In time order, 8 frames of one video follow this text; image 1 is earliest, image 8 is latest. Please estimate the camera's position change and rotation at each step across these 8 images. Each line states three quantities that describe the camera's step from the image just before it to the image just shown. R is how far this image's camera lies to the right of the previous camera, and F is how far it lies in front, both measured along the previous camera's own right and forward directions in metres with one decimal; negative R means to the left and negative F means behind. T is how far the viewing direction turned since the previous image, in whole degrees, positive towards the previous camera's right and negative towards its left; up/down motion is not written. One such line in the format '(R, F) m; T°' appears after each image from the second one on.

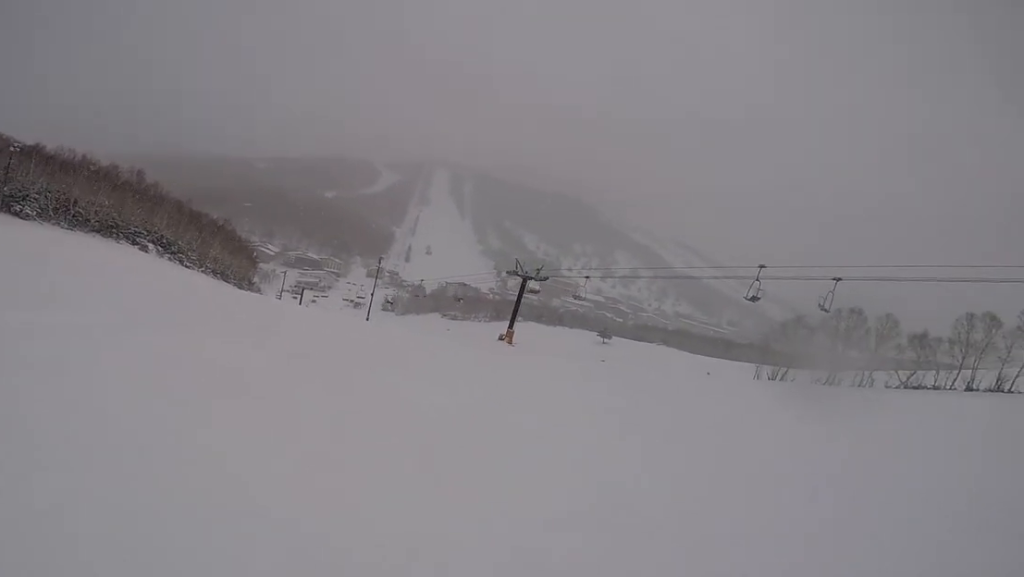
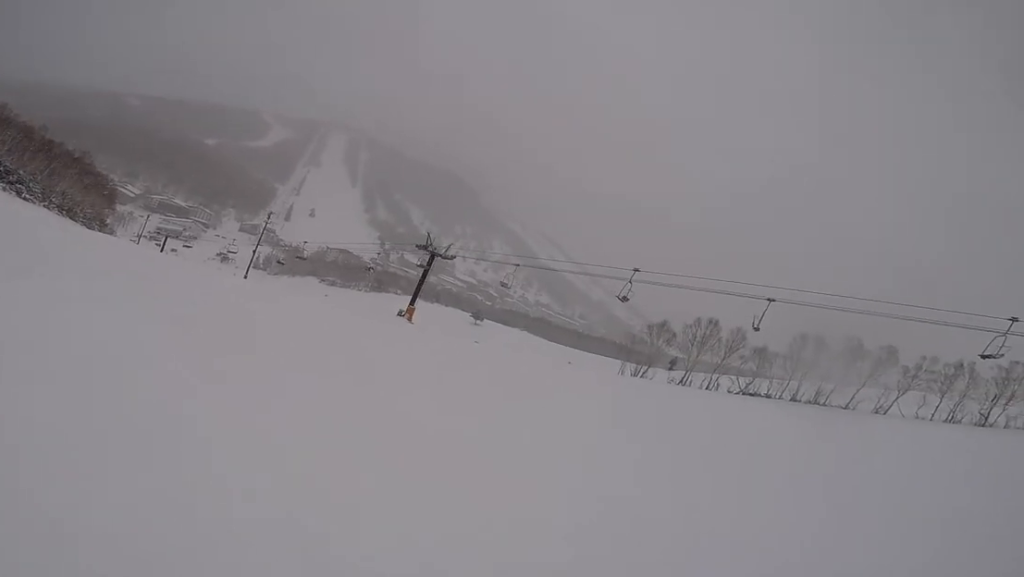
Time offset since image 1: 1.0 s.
(+1.7, +4.4) m; +22°
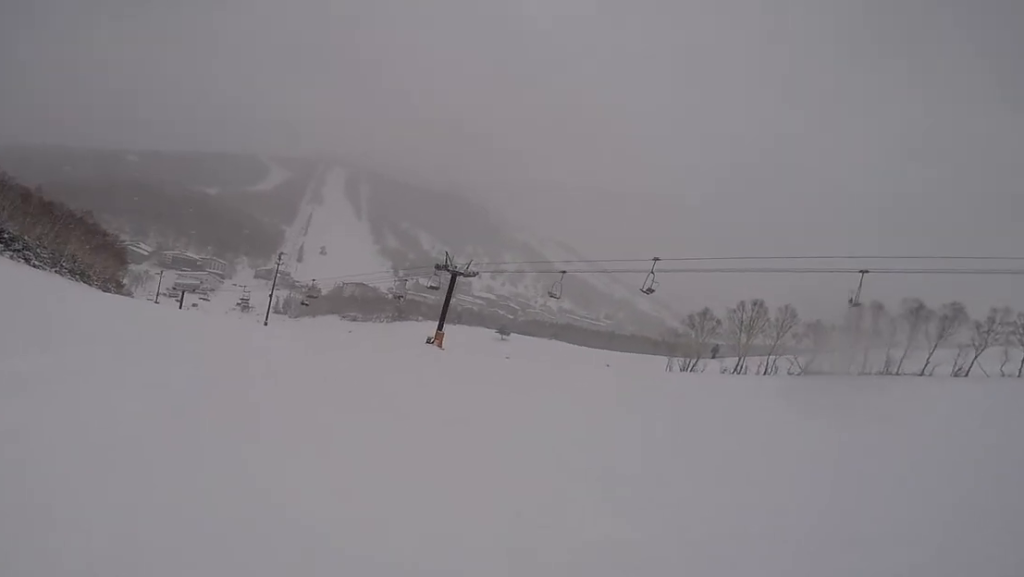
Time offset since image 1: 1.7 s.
(-0.2, +3.3) m; +2°
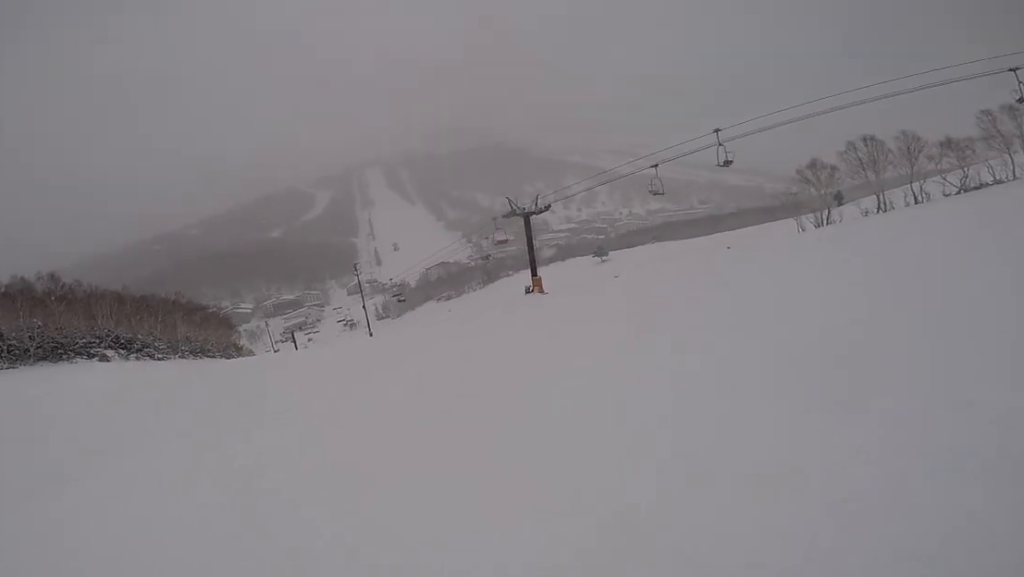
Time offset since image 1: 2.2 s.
(+0.3, +2.6) m; -1°
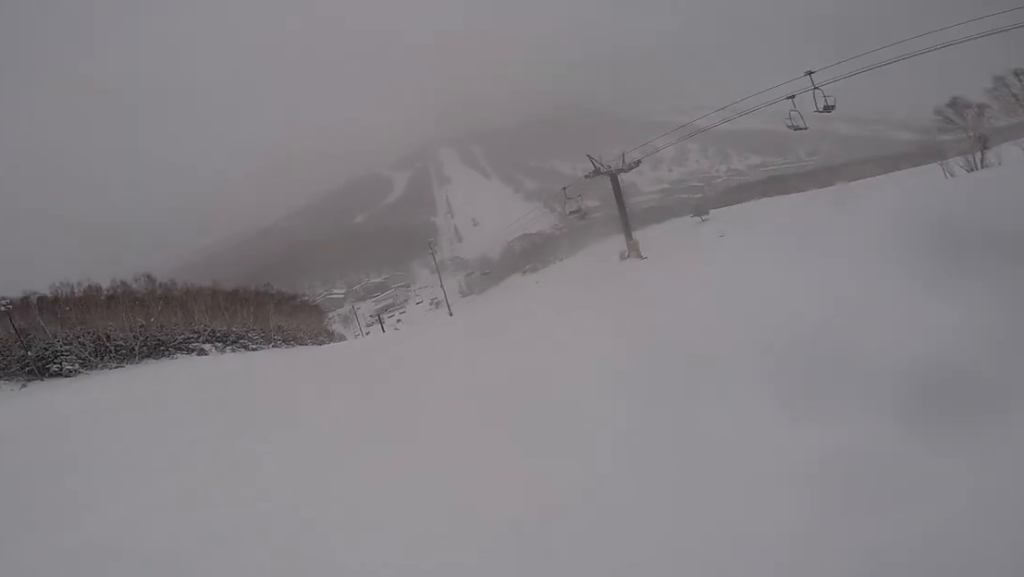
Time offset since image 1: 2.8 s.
(+0.1, +3.6) m; -7°
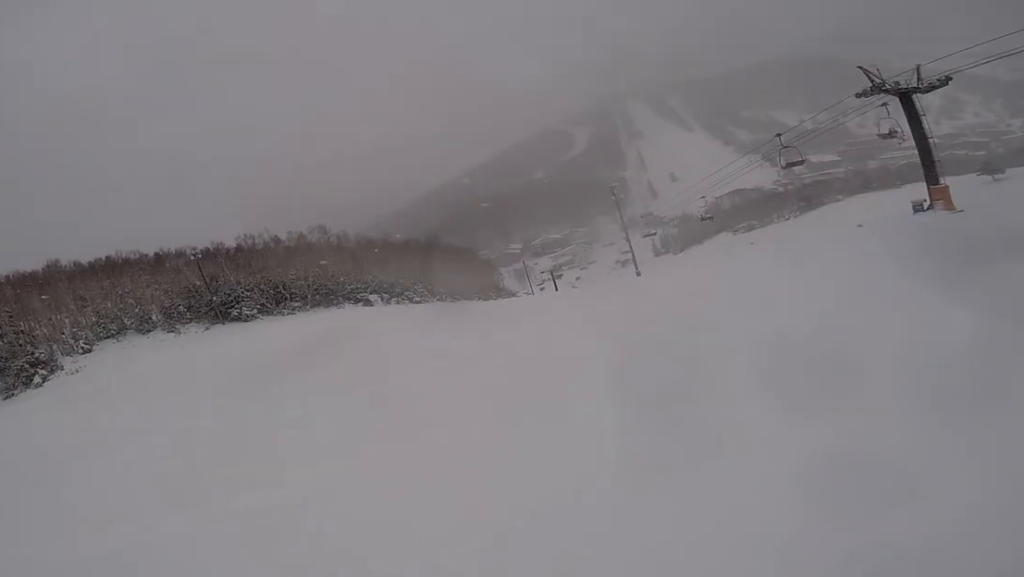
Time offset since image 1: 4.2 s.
(-2.4, +8.1) m; -26°
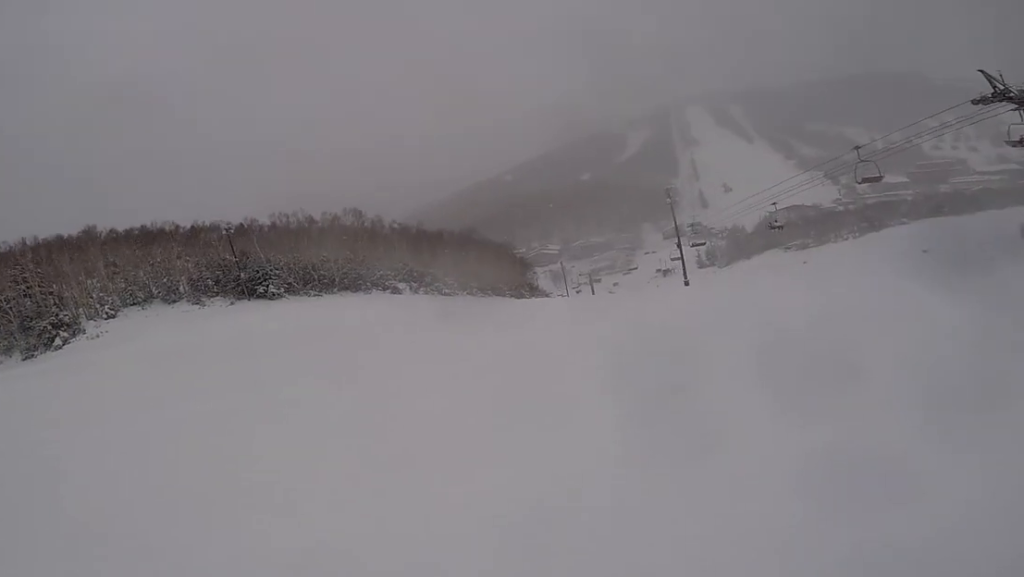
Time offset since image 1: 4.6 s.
(-0.2, +2.6) m; -4°
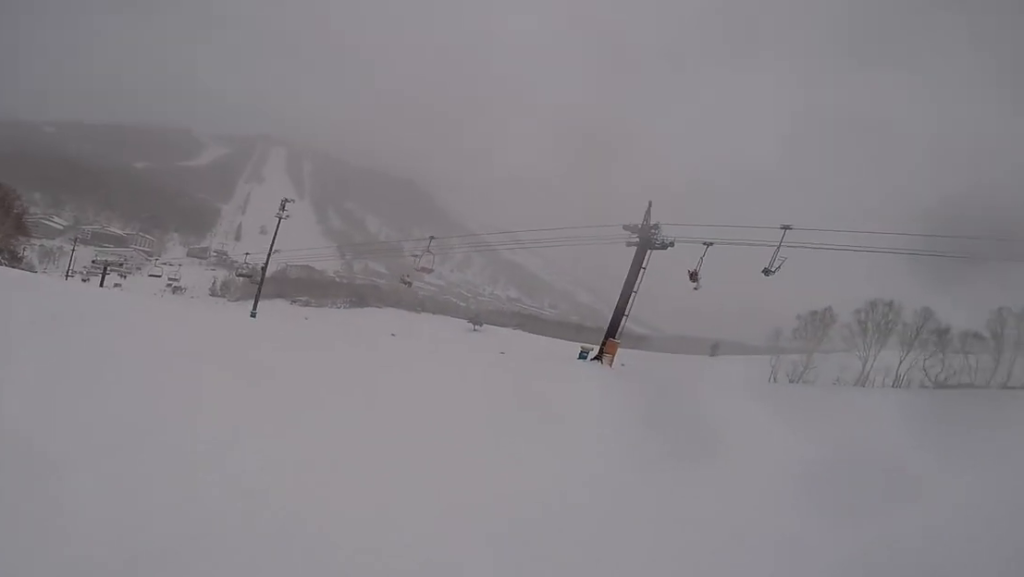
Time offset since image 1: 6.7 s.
(+3.3, +12.7) m; +30°
